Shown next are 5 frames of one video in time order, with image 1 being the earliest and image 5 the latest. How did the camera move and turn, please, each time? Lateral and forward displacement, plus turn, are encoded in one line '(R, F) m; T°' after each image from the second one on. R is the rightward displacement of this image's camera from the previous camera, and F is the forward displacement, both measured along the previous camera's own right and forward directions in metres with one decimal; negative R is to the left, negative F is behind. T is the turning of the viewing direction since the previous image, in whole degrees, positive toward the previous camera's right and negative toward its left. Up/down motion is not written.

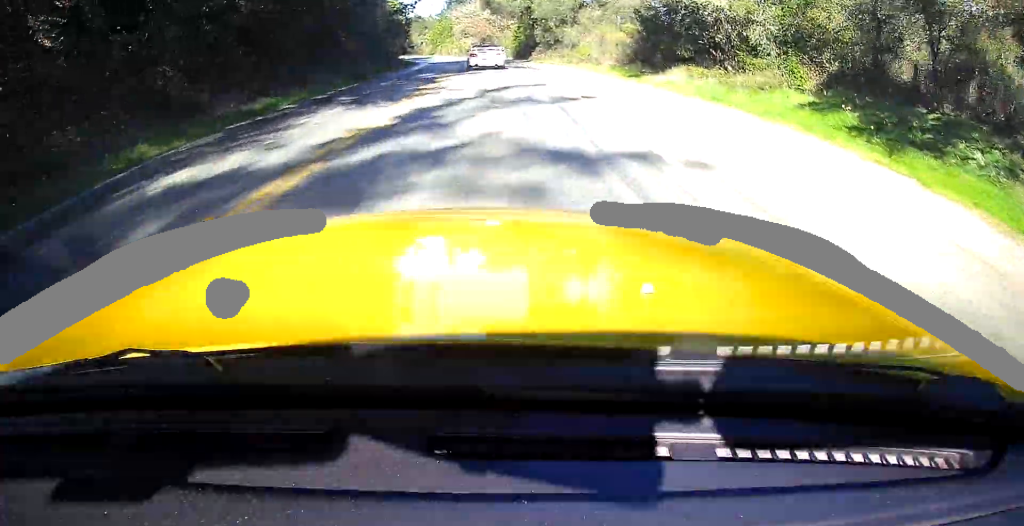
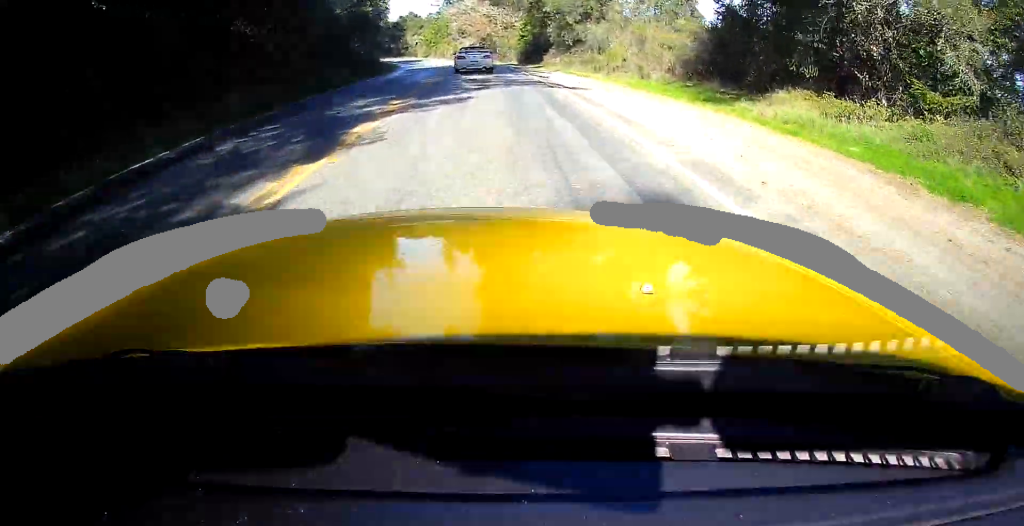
(+0.2, +12.5) m; +1°
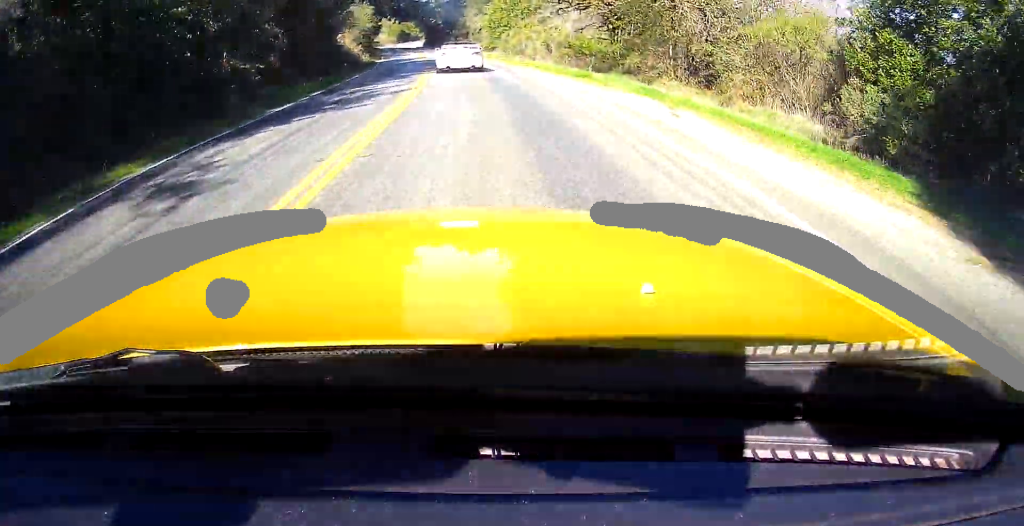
(+0.2, +52.2) m; -1°
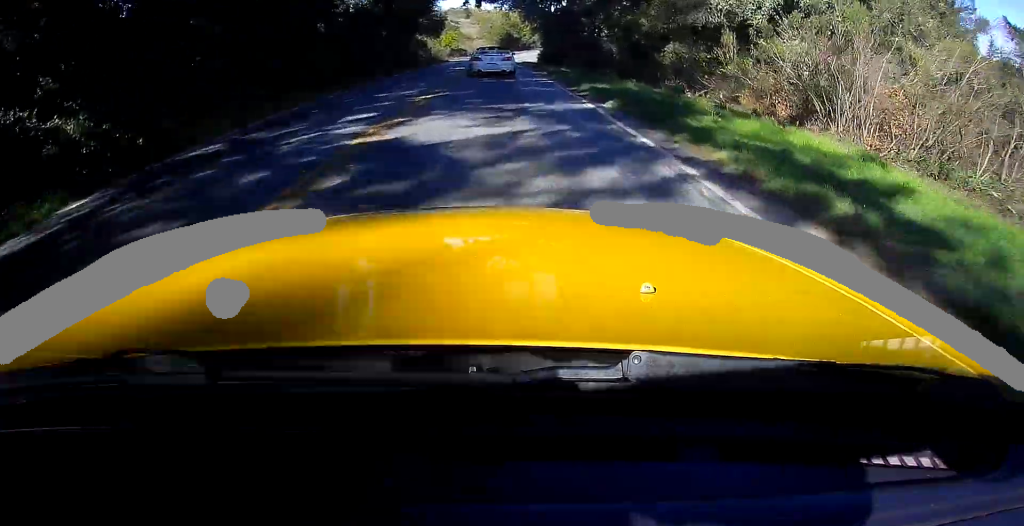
(-6.8, +68.9) m; -12°
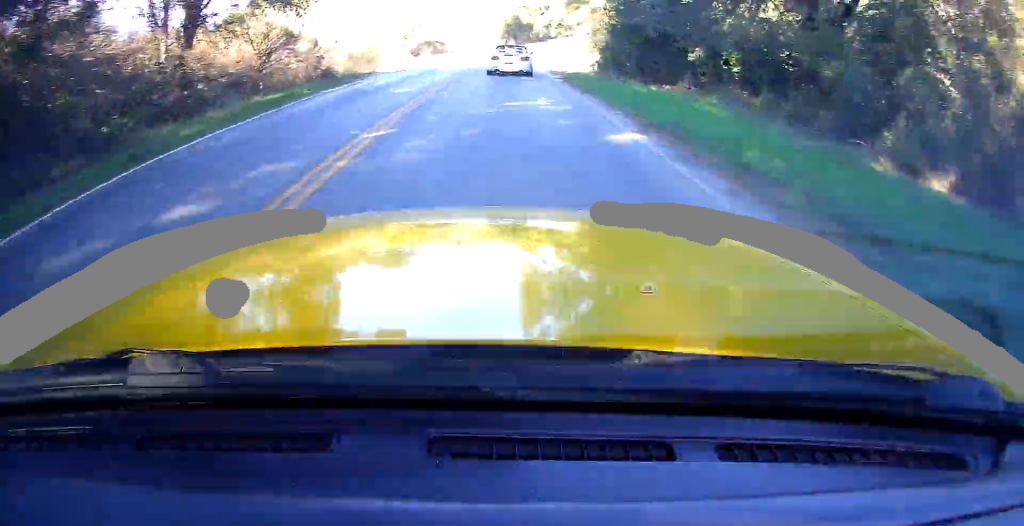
(-1.7, +42.2) m; -5°
